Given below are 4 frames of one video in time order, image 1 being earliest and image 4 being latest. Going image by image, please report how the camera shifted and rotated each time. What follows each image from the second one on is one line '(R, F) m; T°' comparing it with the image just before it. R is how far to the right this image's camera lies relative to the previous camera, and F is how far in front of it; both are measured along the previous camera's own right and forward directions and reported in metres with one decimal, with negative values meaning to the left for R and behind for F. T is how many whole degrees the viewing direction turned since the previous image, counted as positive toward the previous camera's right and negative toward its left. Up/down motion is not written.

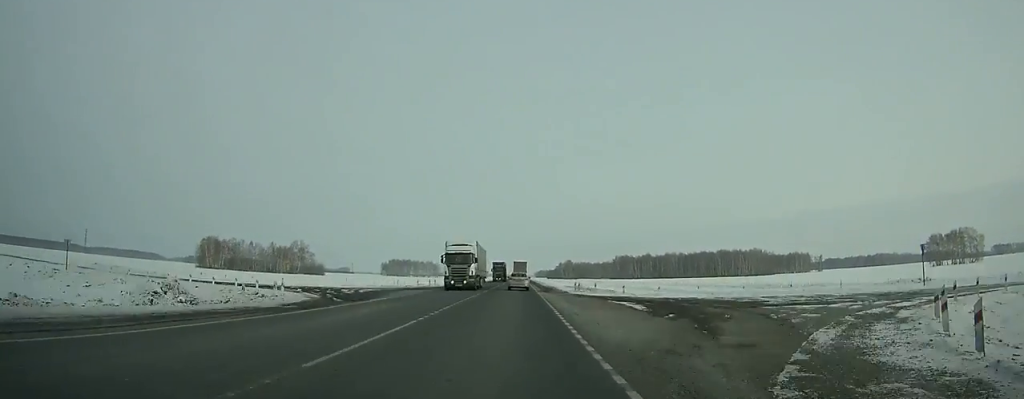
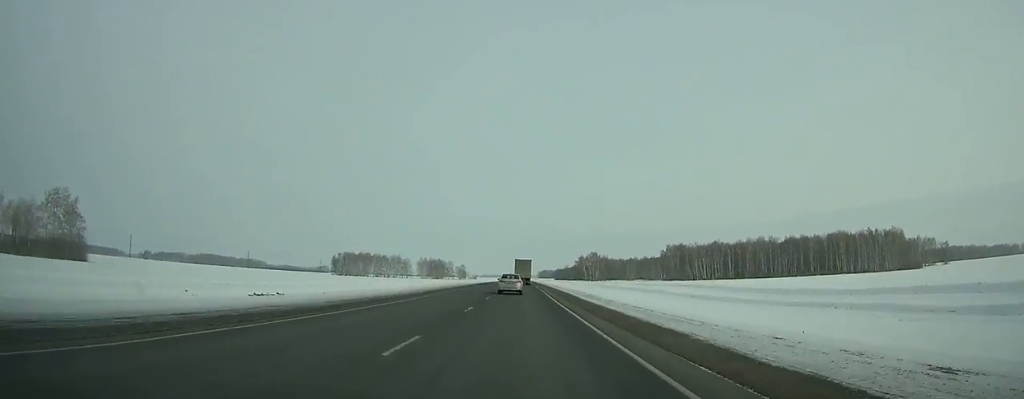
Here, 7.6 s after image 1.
(-0.1, +201.1) m; 0°
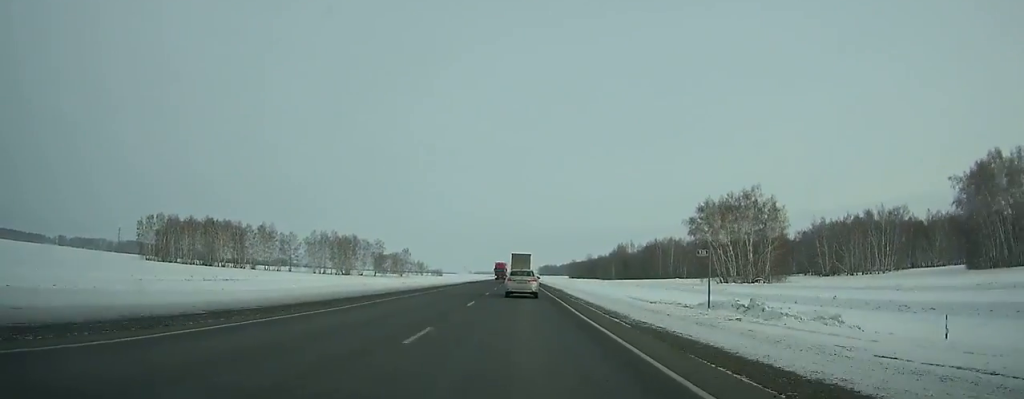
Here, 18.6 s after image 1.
(+1.1, +271.1) m; +1°
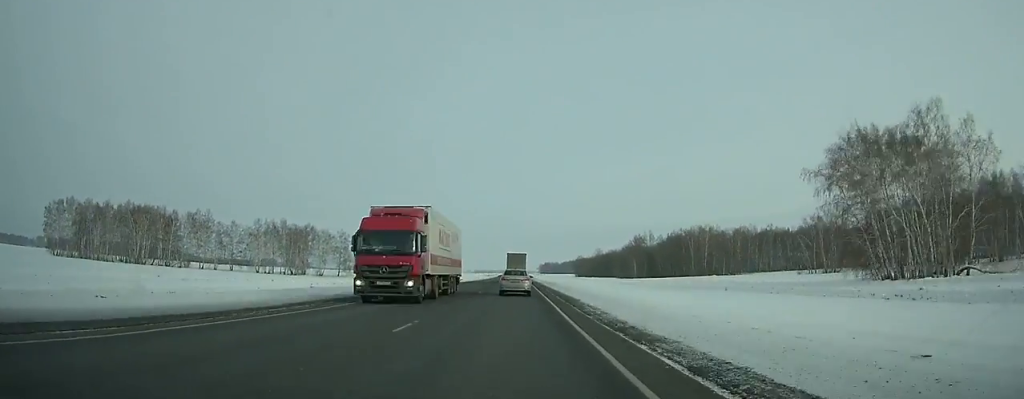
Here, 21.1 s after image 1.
(-0.1, +59.6) m; 0°
